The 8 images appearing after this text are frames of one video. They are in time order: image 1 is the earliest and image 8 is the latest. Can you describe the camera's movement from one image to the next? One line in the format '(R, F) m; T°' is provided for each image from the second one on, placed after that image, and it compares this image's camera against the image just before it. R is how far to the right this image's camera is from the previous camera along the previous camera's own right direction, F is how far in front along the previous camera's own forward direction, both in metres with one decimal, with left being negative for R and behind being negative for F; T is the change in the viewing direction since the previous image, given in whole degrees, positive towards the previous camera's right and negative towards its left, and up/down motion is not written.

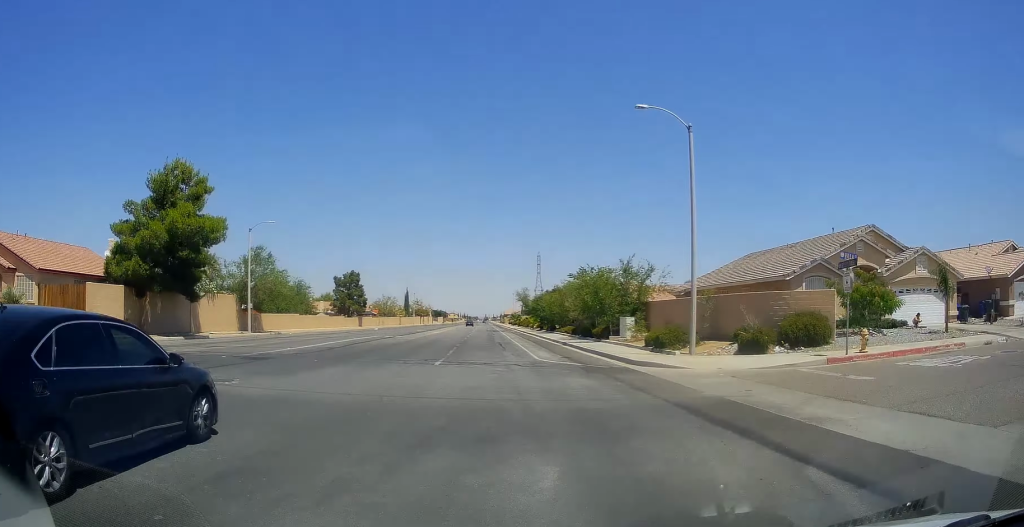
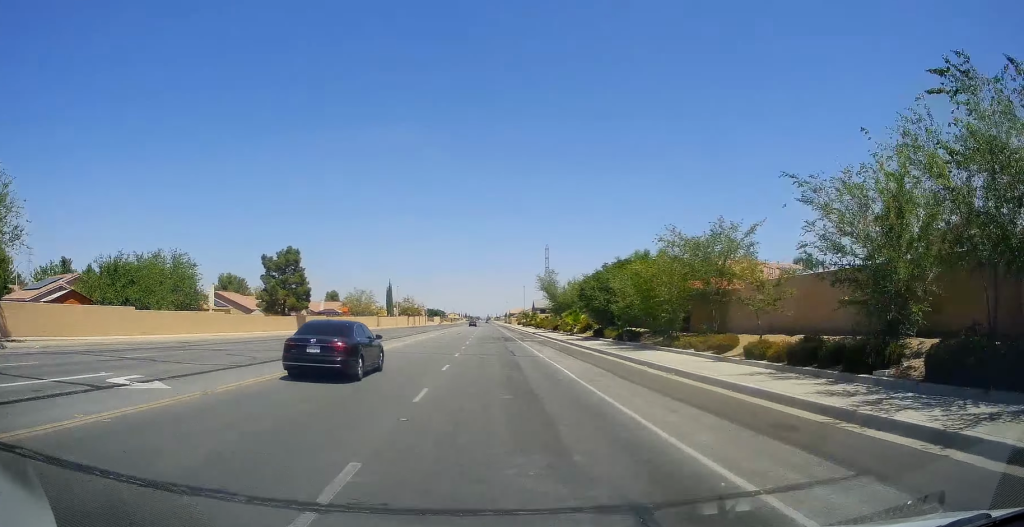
(0.0, +39.4) m; 0°
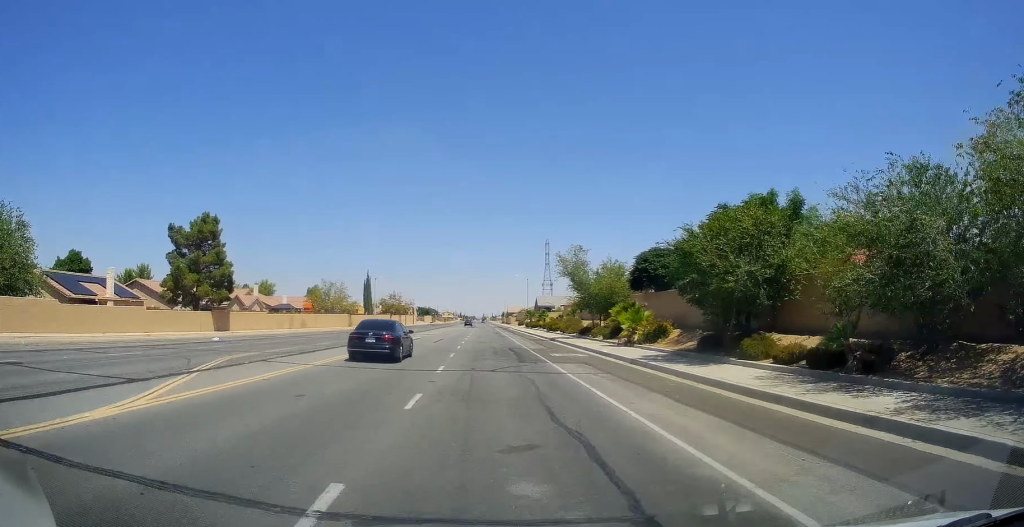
(0.0, +22.2) m; 0°
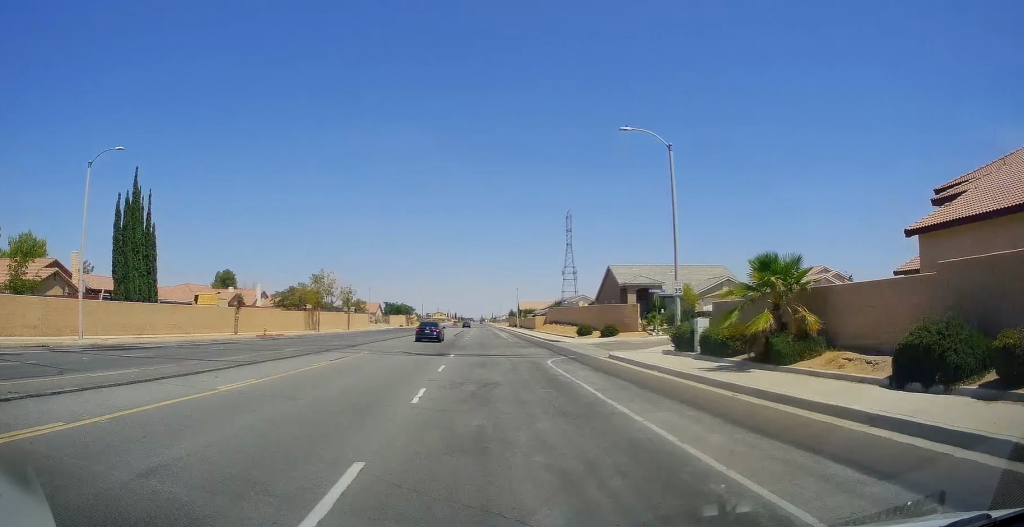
(0.0, +87.8) m; 0°
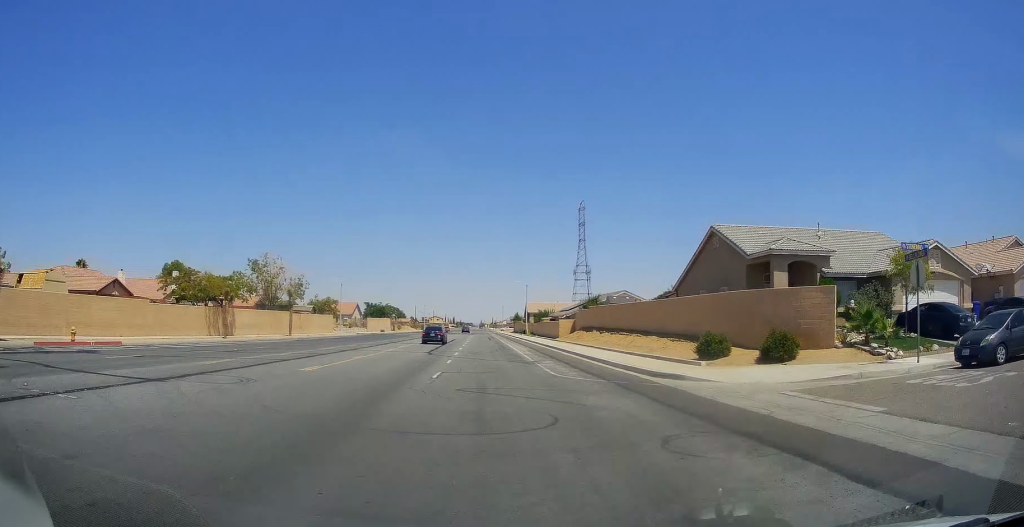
(0.0, +29.5) m; 0°
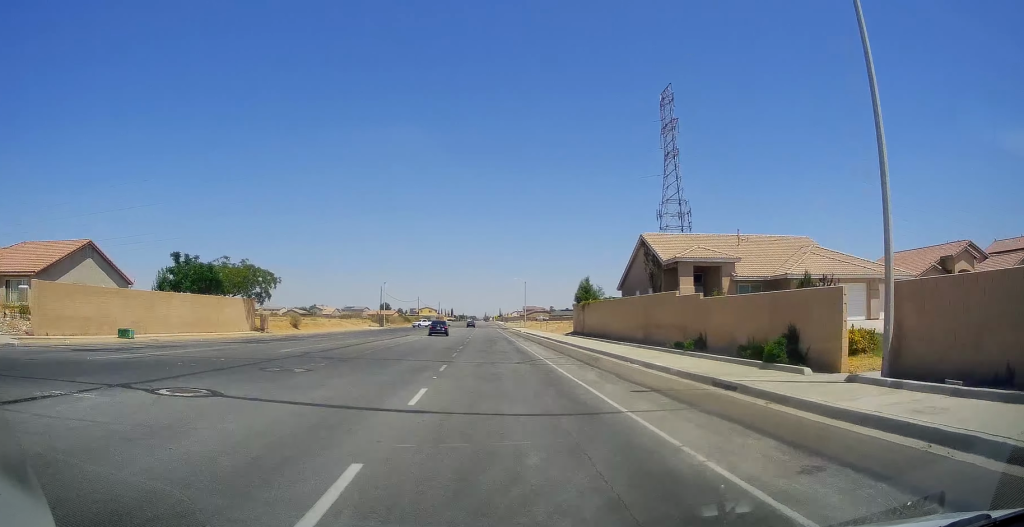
(0.0, +97.9) m; 0°
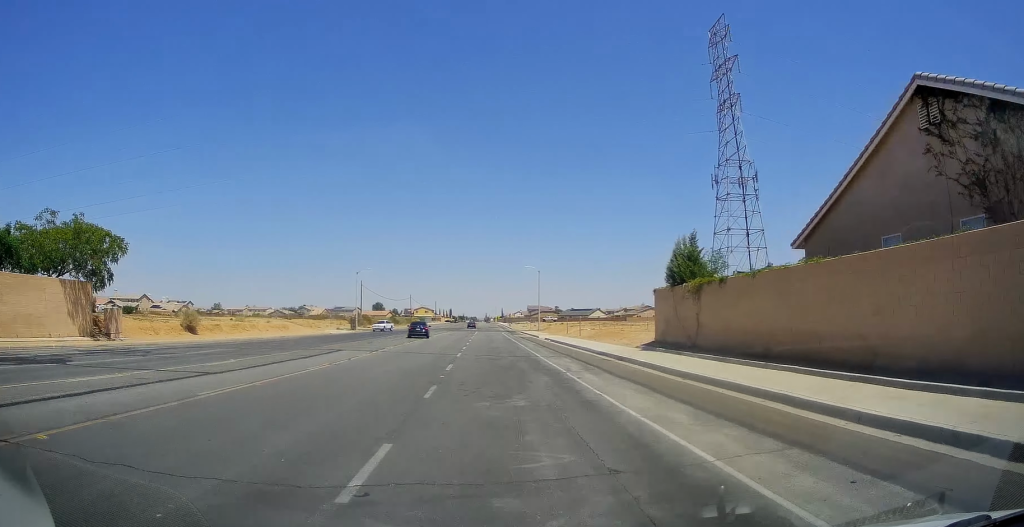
(0.0, +28.2) m; 0°
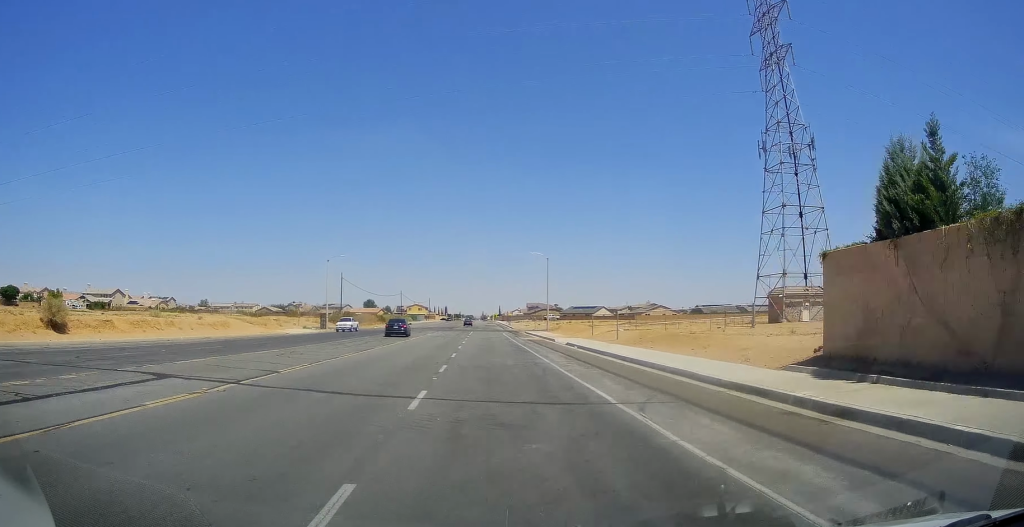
(0.0, +17.6) m; 0°
